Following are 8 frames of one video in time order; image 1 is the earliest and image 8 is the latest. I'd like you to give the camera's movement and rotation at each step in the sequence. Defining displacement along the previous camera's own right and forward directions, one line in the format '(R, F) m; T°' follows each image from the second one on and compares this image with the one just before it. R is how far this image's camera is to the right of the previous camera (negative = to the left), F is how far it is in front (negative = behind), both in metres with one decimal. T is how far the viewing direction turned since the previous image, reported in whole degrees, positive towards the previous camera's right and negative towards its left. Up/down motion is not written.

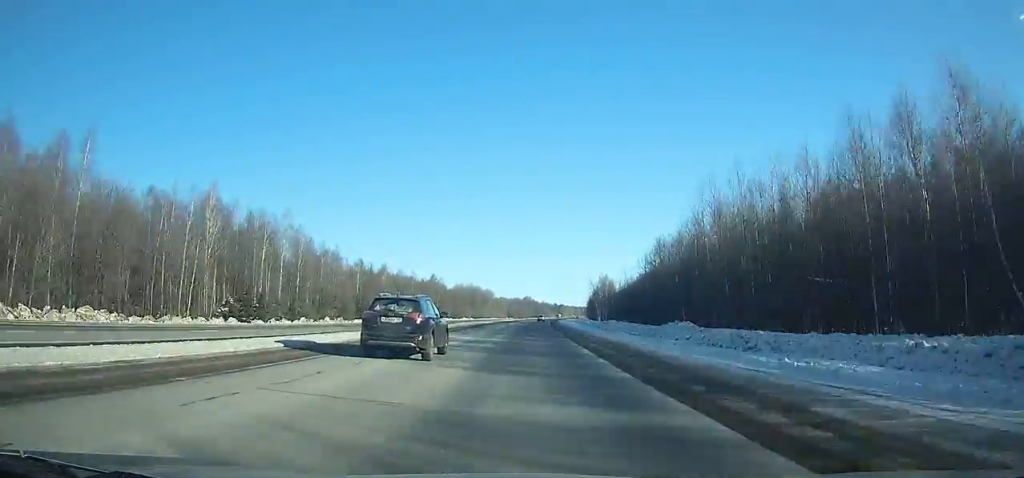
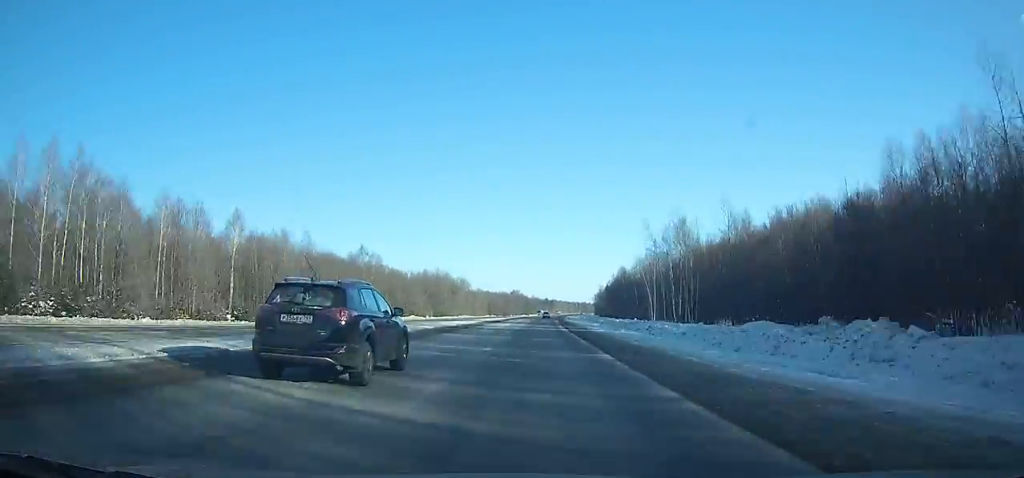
(+1.1, +87.6) m; +2°
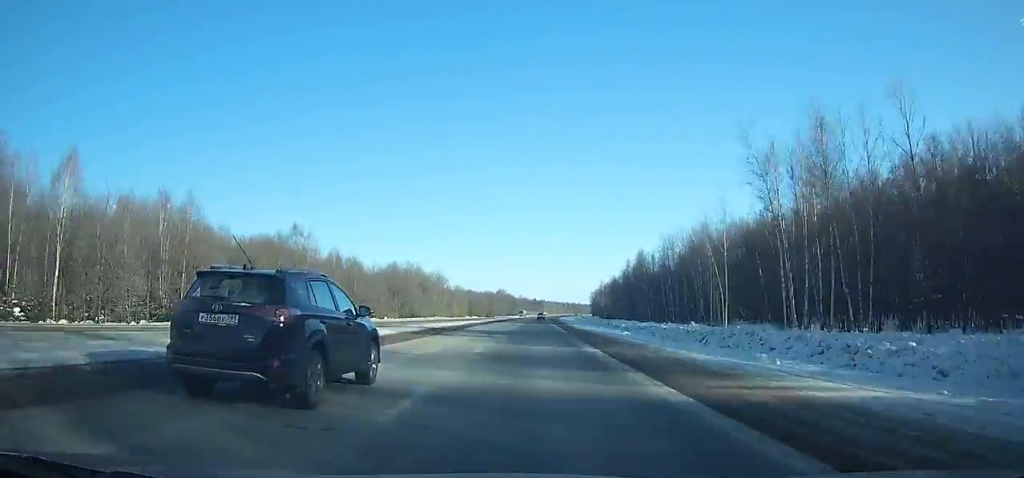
(+0.4, +36.0) m; +1°
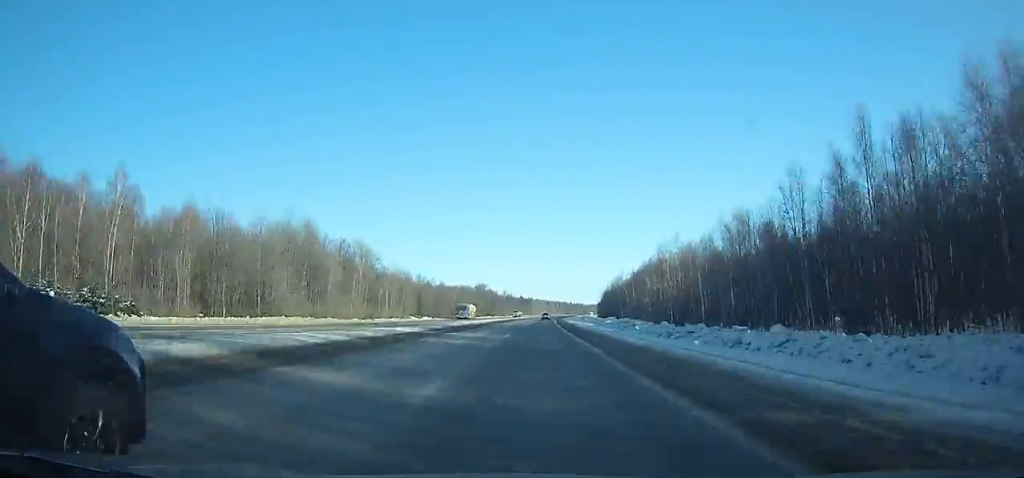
(+1.1, +90.0) m; +2°
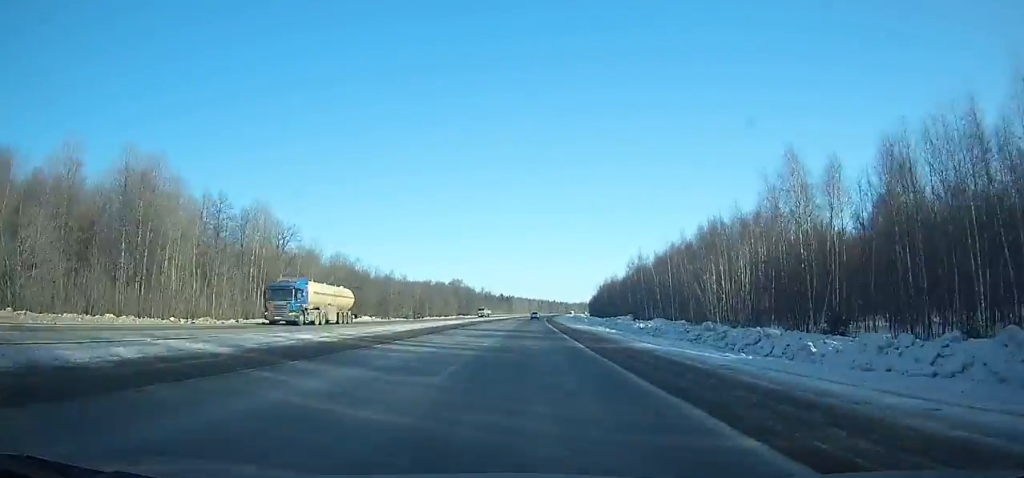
(+0.2, +46.3) m; +1°
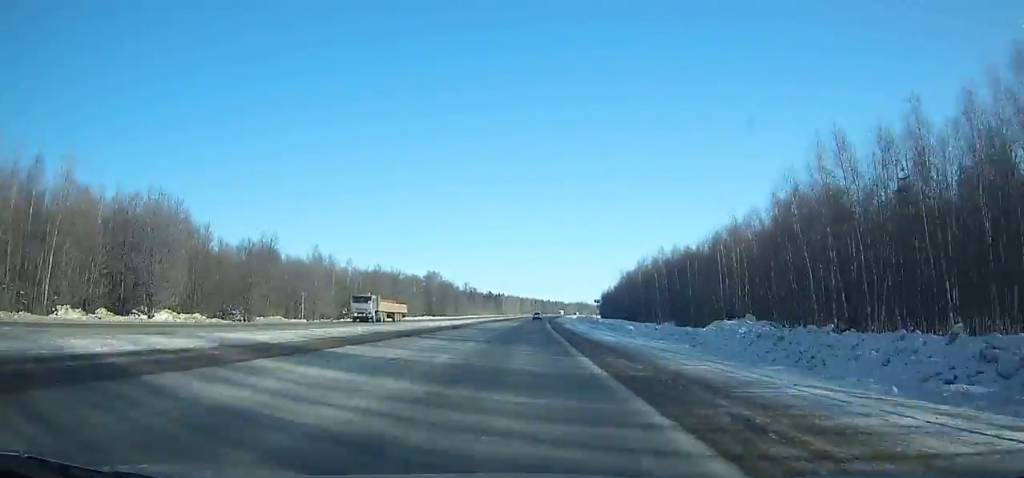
(+1.0, +71.7) m; +1°
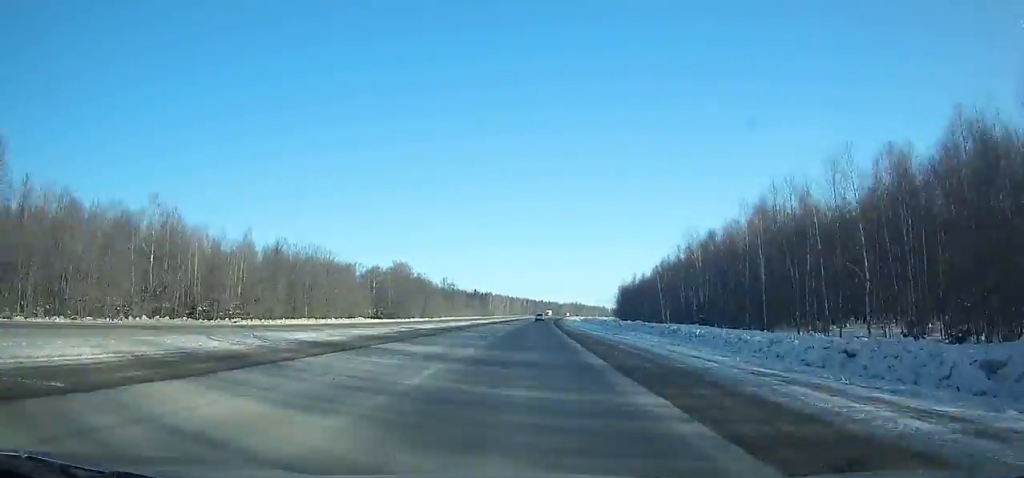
(+0.6, +68.1) m; +1°
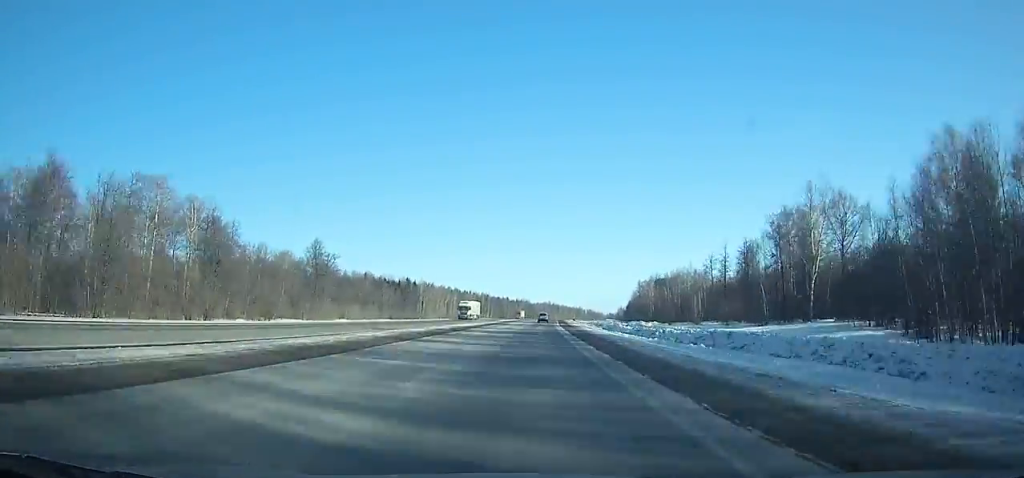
(+4.3, +159.9) m; +3°
